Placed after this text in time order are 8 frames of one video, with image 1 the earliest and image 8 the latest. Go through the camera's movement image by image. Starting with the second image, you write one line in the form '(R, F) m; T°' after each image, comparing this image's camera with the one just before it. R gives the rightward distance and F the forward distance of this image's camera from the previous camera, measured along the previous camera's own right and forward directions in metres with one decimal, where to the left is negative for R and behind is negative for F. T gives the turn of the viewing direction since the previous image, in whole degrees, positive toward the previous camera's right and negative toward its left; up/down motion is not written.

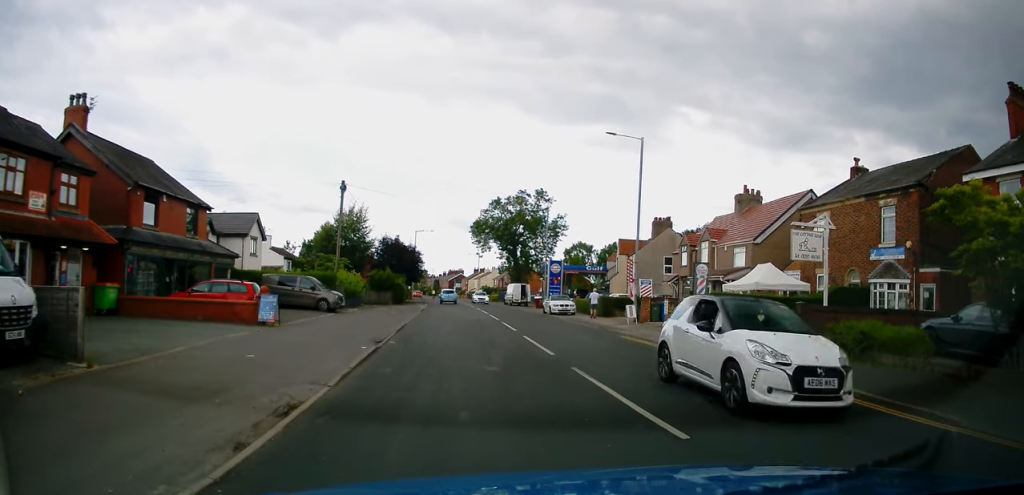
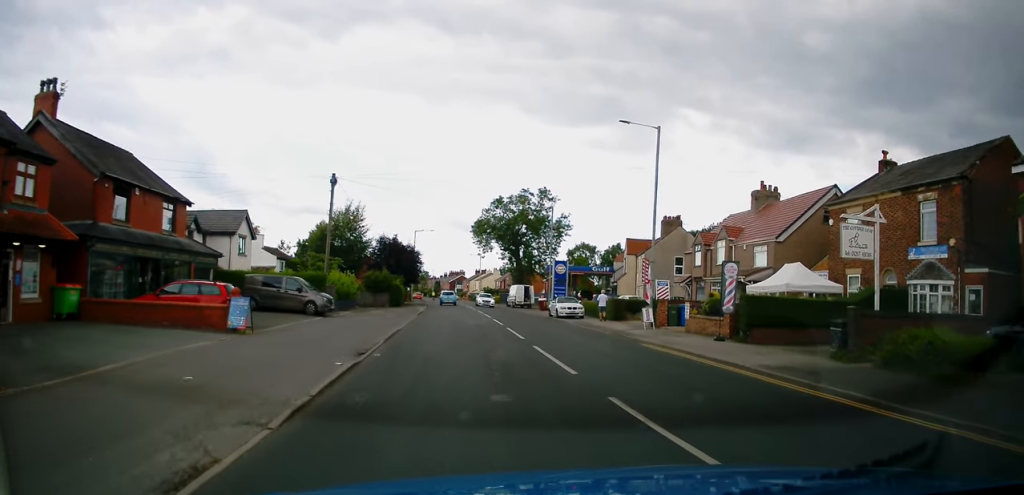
(0.0, +2.5) m; 0°
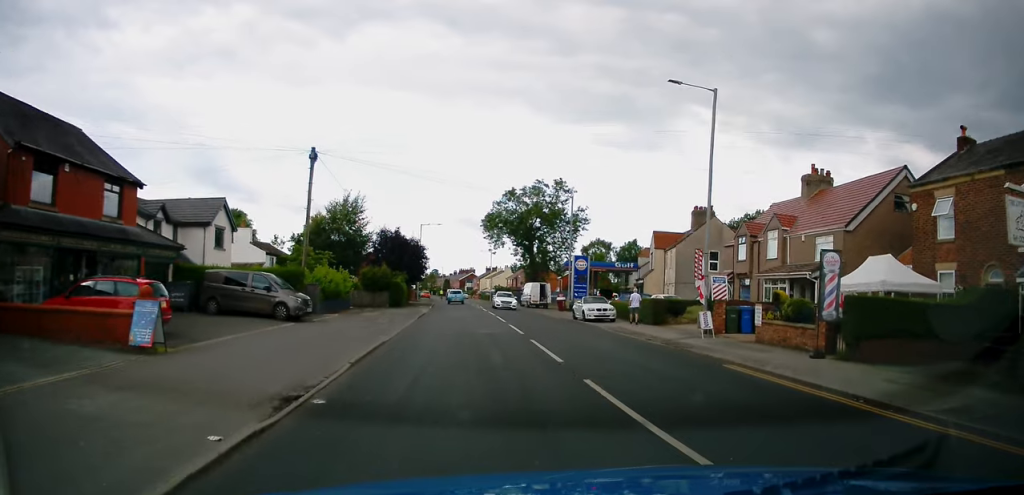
(0.0, +5.6) m; 0°
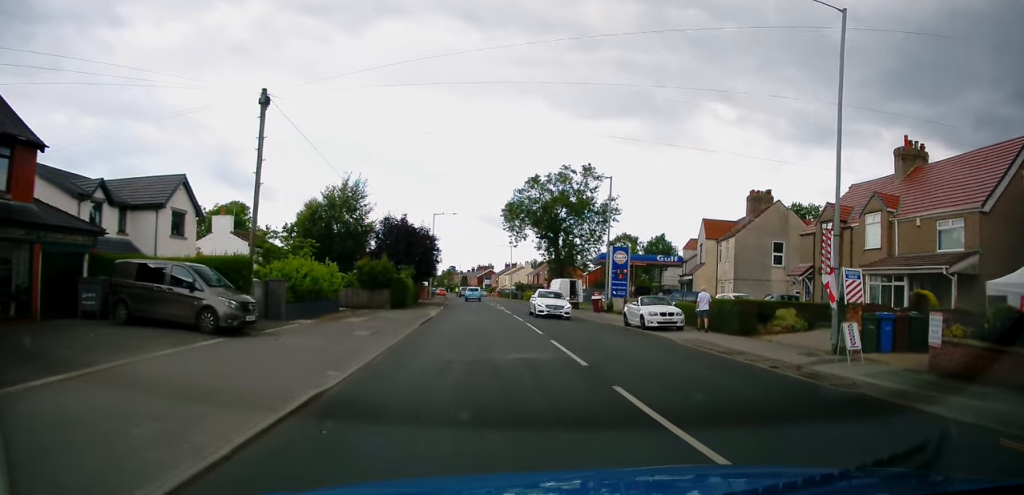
(0.0, +8.2) m; -2°
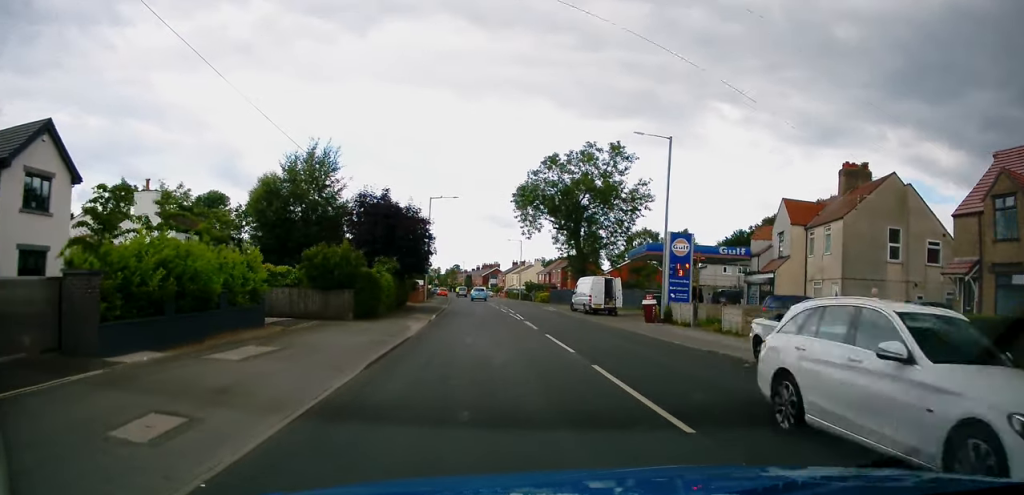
(-0.7, +12.0) m; -1°
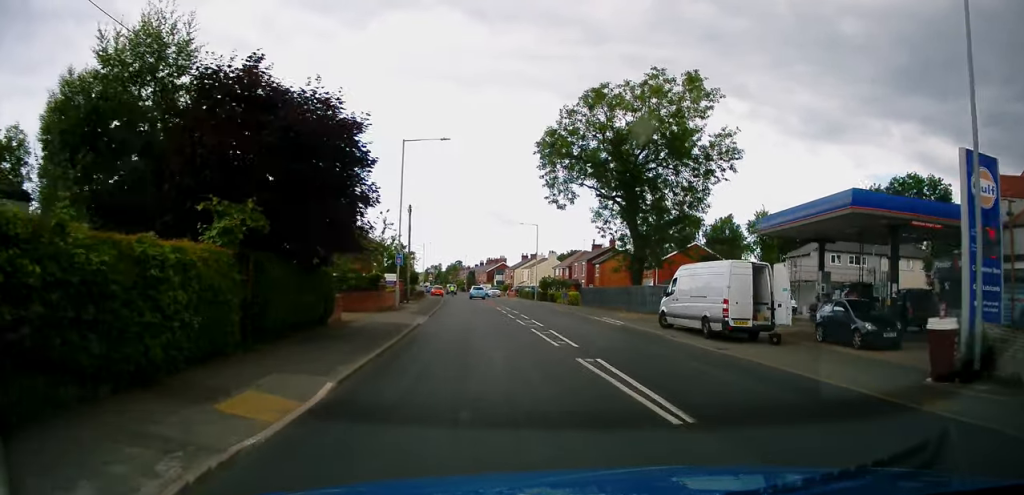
(+0.2, +21.5) m; -1°
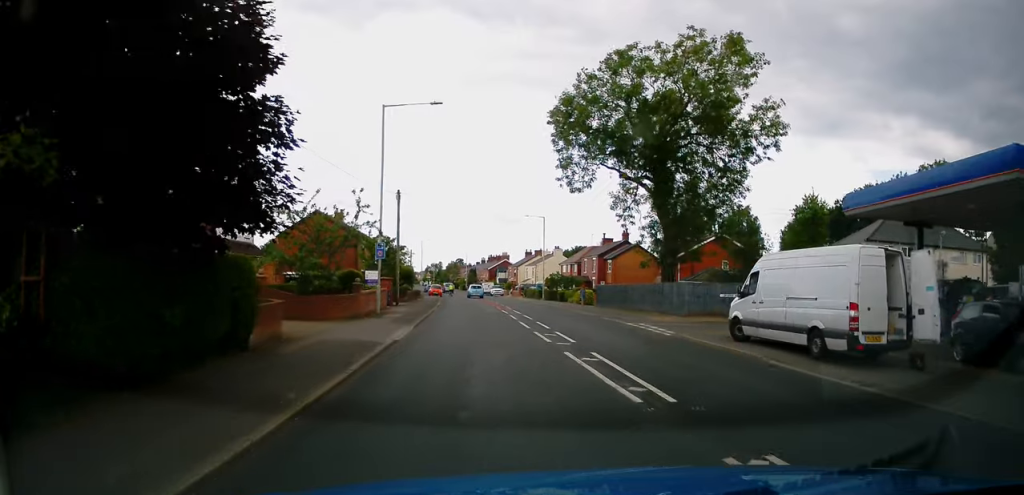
(+0.1, +7.1) m; 0°
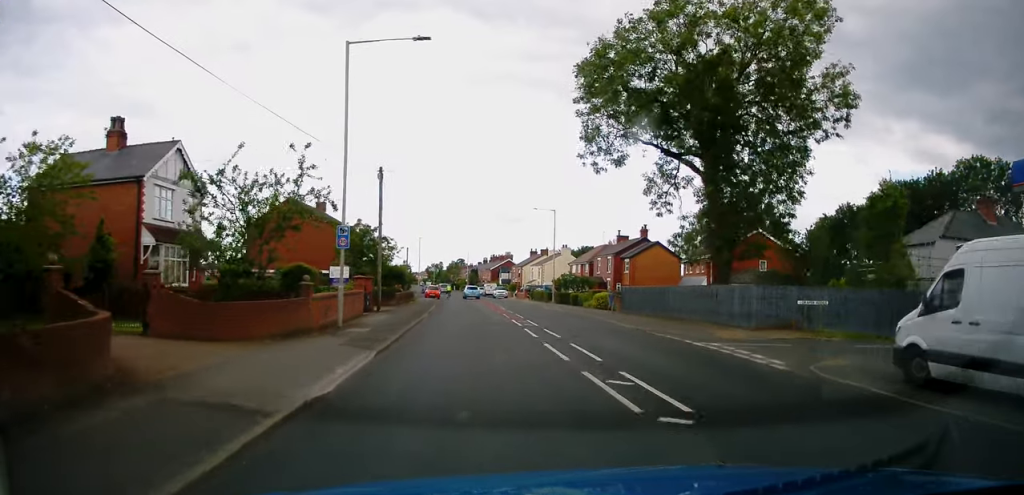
(+0.1, +7.8) m; 0°
